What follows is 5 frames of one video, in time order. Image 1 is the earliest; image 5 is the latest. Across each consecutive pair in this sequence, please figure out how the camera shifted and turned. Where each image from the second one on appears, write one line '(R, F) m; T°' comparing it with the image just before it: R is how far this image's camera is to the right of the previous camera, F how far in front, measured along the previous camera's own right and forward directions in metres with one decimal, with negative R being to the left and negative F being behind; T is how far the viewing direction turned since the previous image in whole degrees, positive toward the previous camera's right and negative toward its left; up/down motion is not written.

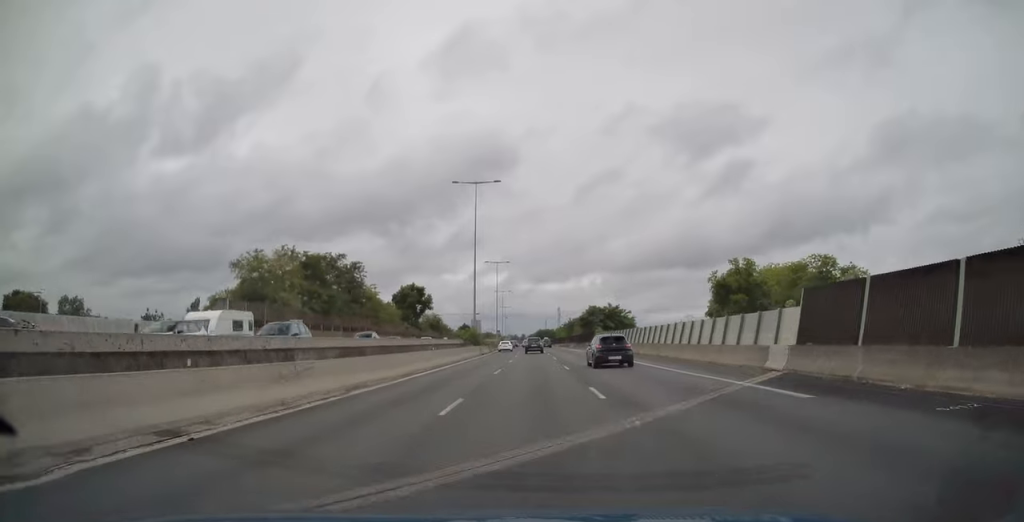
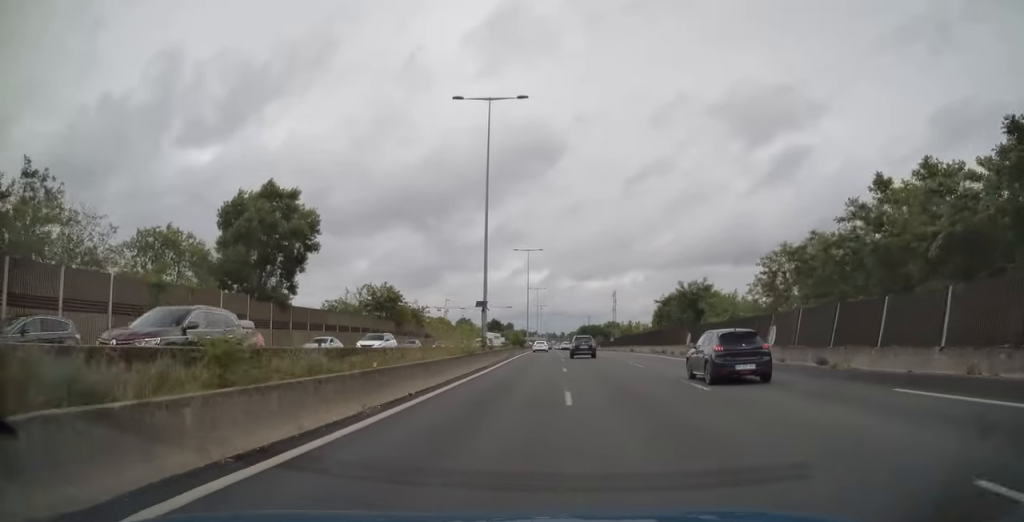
(-3.6, +90.5) m; -4°
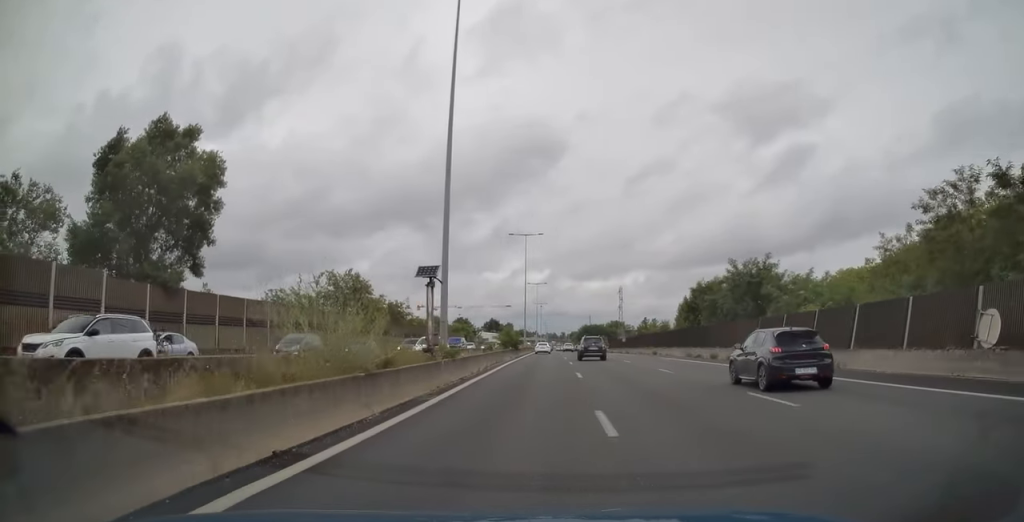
(-0.2, +17.0) m; 0°
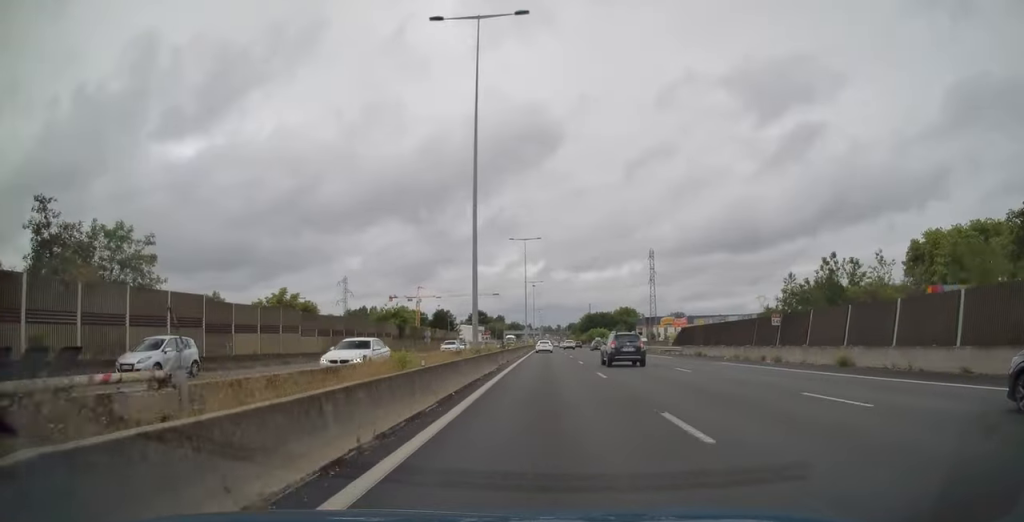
(-0.6, +66.3) m; 0°
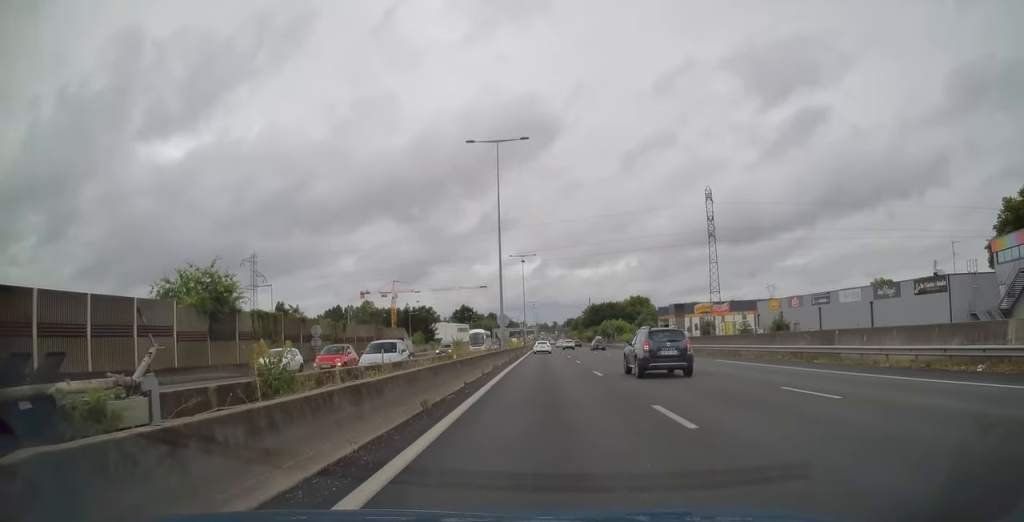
(+0.2, +51.0) m; 0°
